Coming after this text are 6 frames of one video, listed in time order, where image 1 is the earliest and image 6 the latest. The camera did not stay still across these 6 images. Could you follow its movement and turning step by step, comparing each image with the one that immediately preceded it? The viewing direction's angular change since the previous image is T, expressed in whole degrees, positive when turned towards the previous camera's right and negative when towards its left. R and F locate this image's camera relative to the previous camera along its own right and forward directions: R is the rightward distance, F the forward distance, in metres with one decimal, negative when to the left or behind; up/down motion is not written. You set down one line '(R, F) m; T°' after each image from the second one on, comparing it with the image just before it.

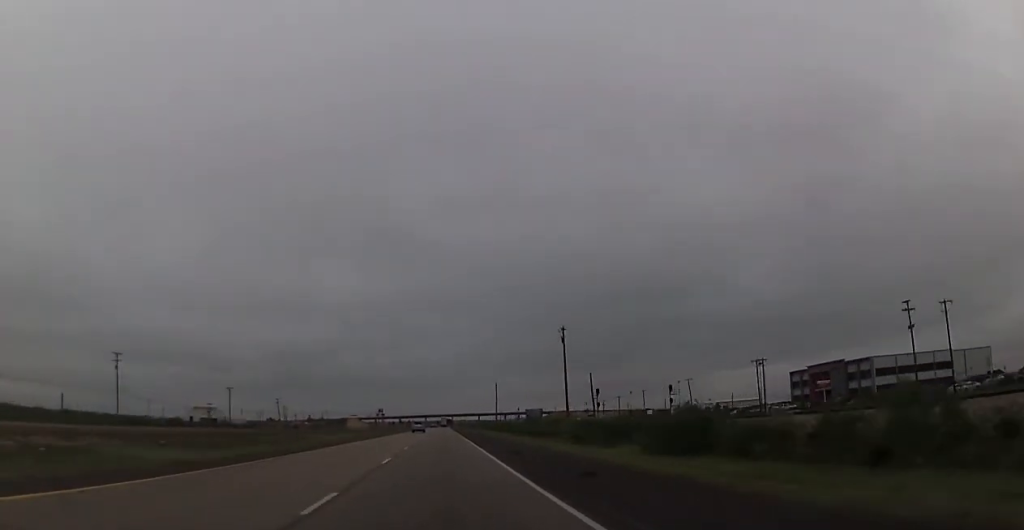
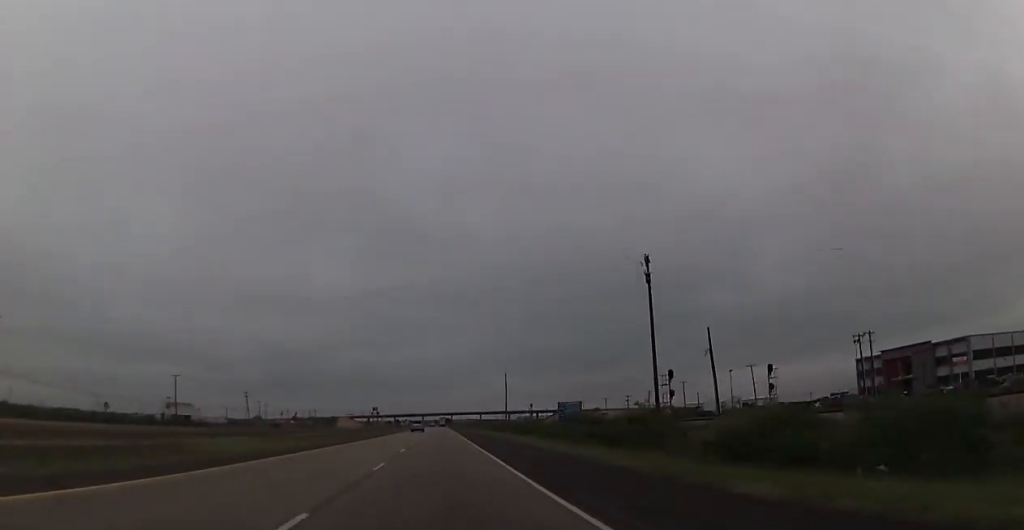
(+0.2, +39.7) m; 0°
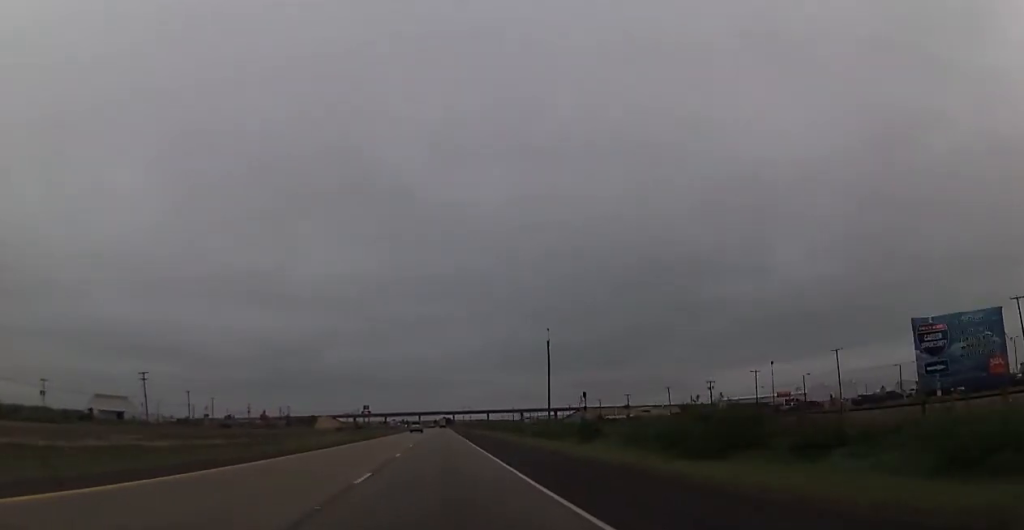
(-0.3, +77.7) m; 0°
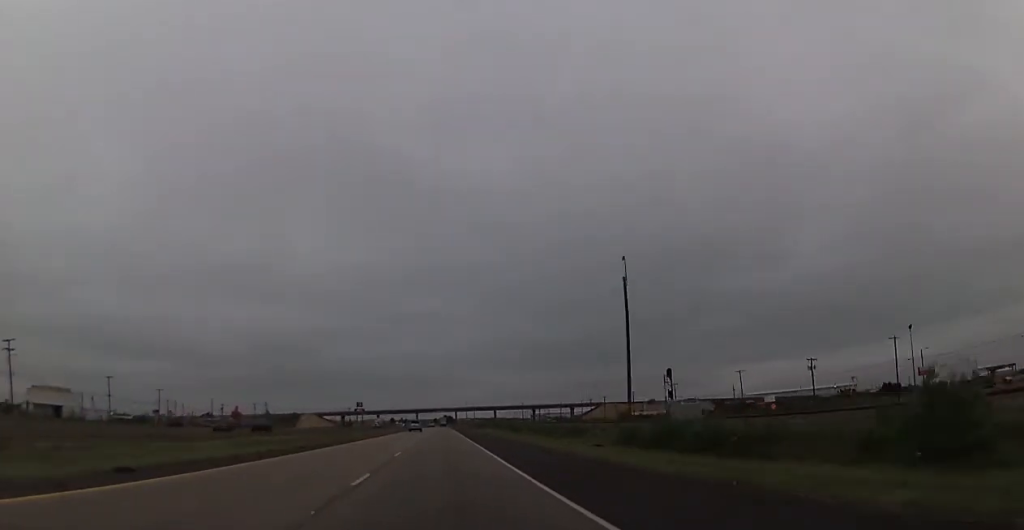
(-0.1, +49.5) m; 0°
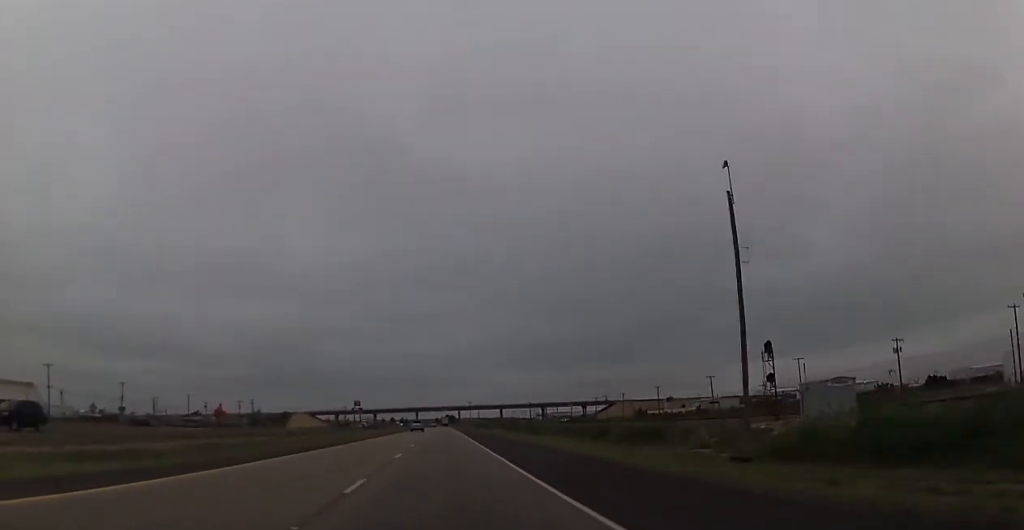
(0.0, +26.0) m; 0°
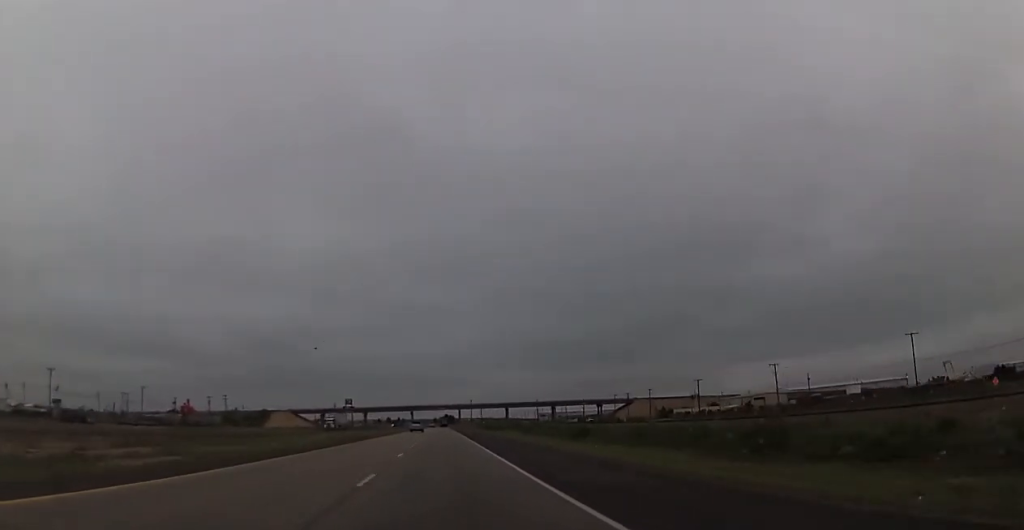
(-0.1, +35.4) m; 0°
